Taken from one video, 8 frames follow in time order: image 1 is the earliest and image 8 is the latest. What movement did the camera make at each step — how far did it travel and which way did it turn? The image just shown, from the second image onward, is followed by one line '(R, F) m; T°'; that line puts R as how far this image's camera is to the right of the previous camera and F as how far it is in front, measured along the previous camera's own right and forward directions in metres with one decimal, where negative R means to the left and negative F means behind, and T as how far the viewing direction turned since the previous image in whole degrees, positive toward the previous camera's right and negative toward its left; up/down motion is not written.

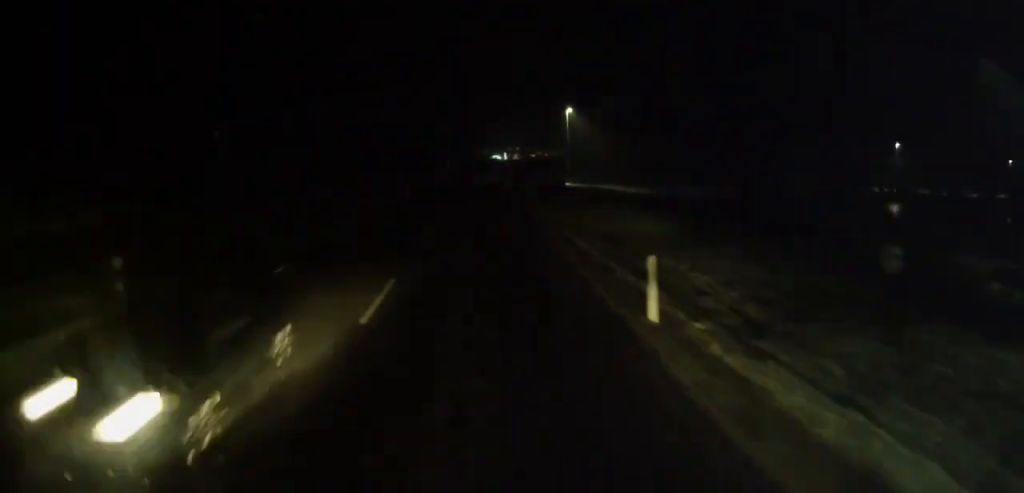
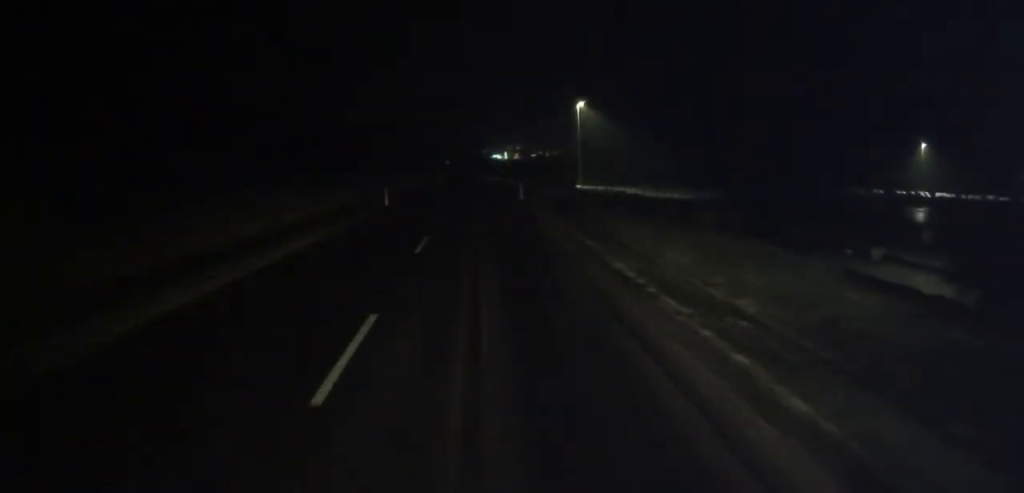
(0.0, +15.5) m; 0°
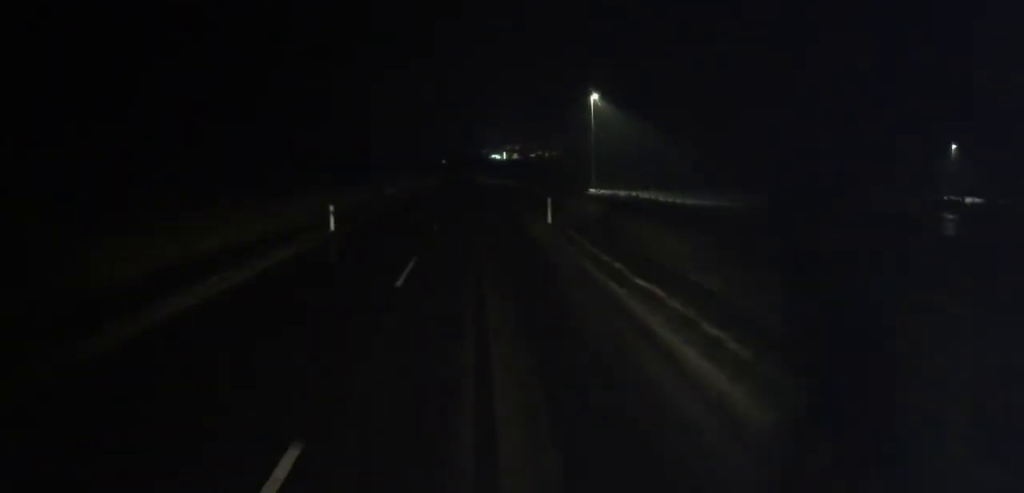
(0.0, +17.1) m; -1°
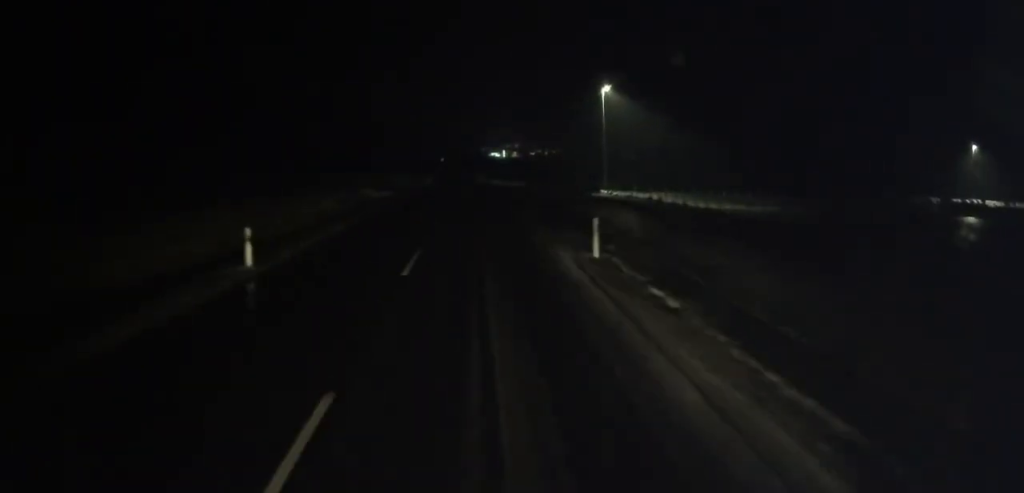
(-0.2, +10.5) m; +1°
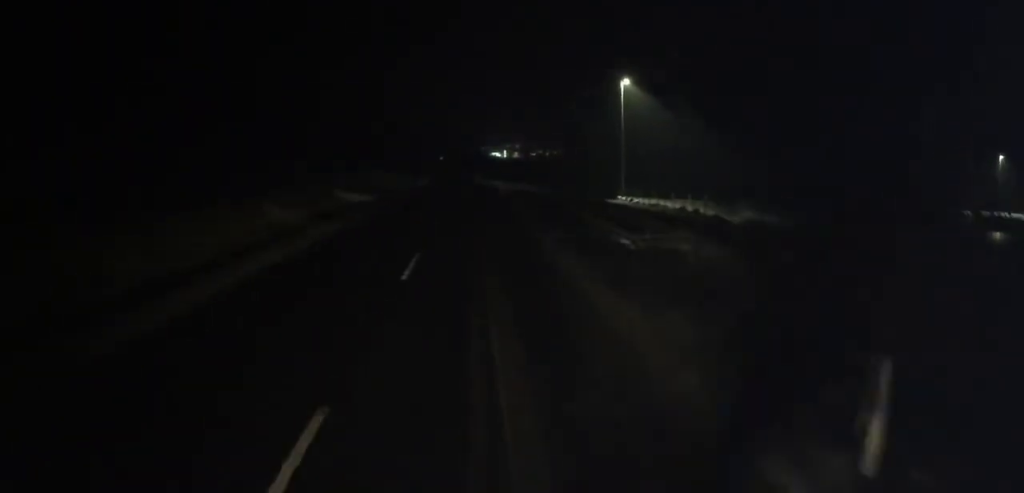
(+0.1, +12.4) m; 0°
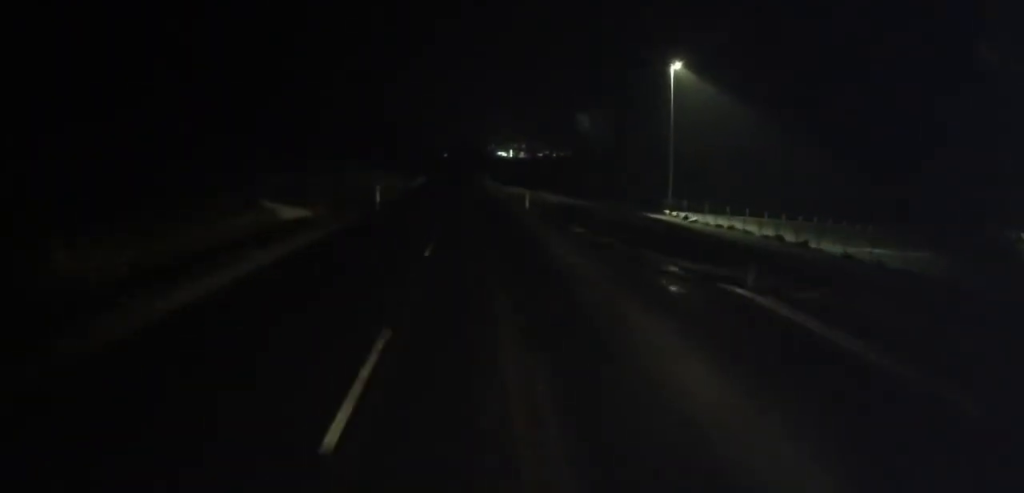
(0.0, +20.8) m; -1°
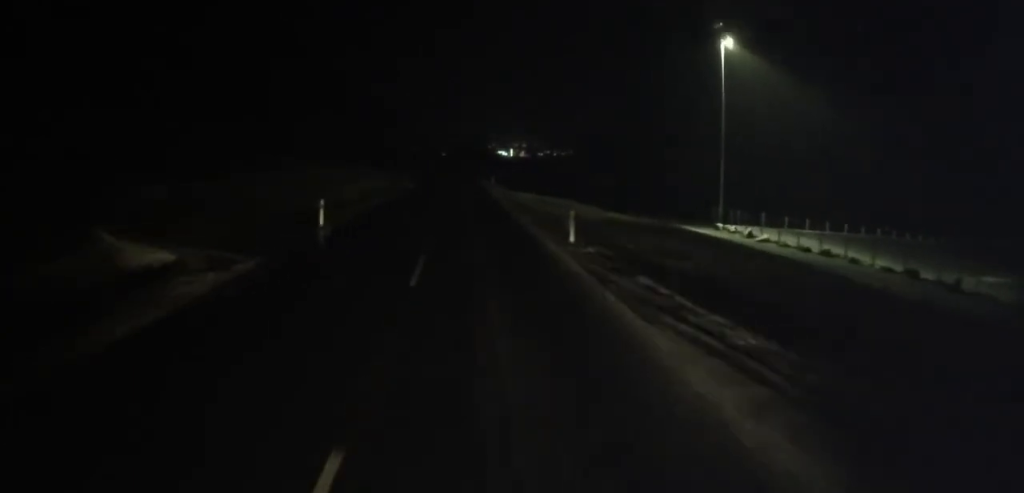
(-0.2, +16.1) m; -1°
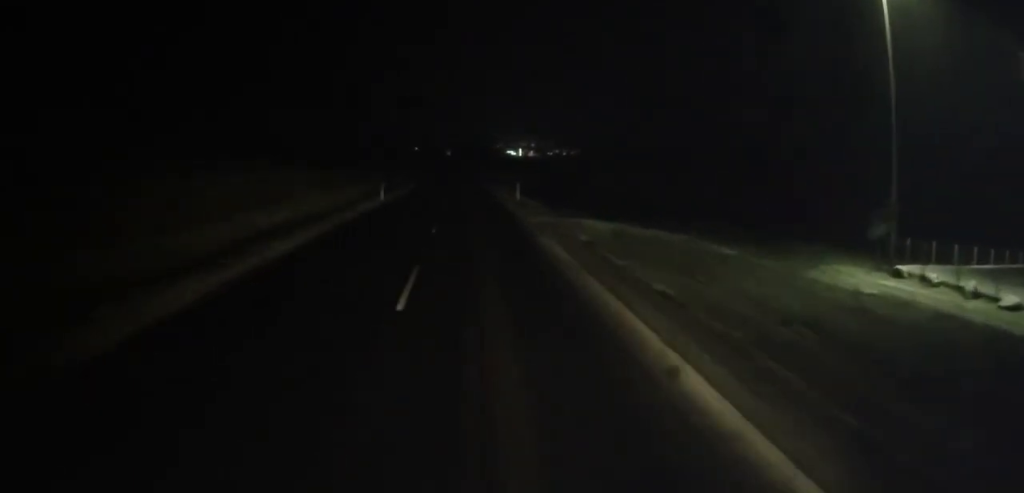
(0.0, +25.9) m; 0°
